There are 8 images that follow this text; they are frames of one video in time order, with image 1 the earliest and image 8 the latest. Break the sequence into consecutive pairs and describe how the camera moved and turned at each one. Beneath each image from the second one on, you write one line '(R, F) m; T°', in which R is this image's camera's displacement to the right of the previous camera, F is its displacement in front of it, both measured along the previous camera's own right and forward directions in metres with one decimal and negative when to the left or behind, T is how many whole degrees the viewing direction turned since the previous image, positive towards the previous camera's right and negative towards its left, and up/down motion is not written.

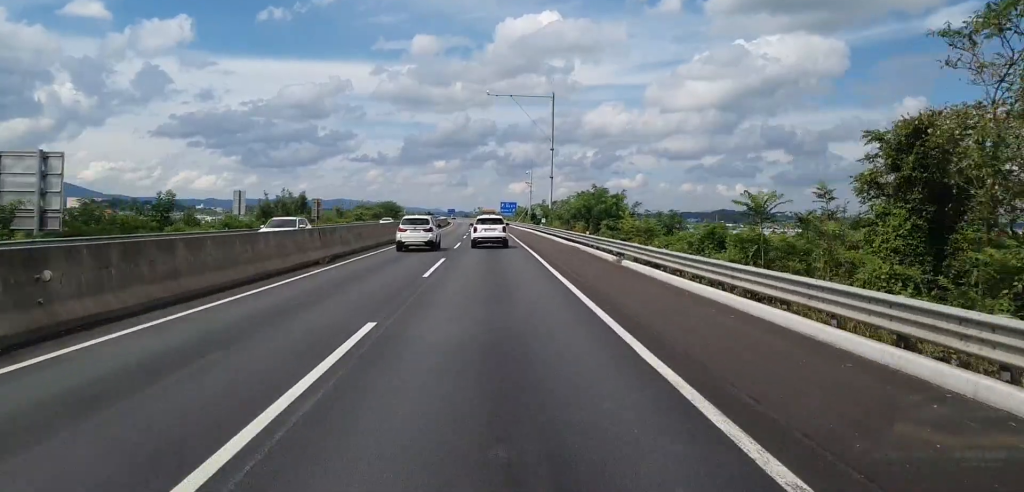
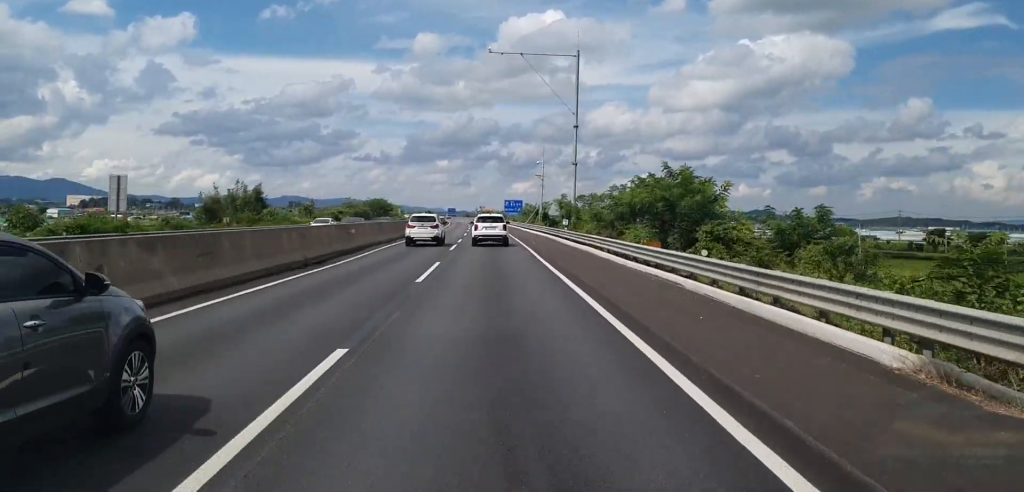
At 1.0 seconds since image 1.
(-0.1, +21.6) m; 0°
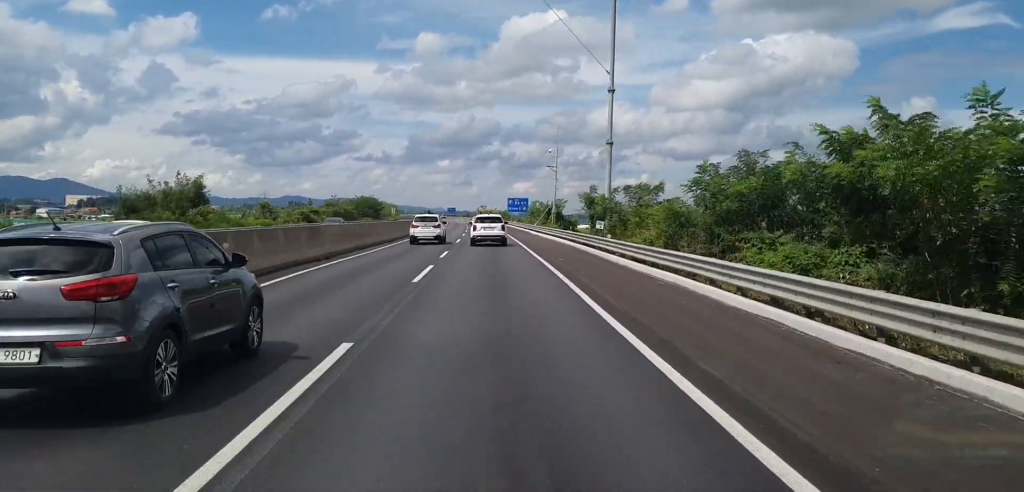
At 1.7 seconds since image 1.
(0.0, +17.1) m; 0°
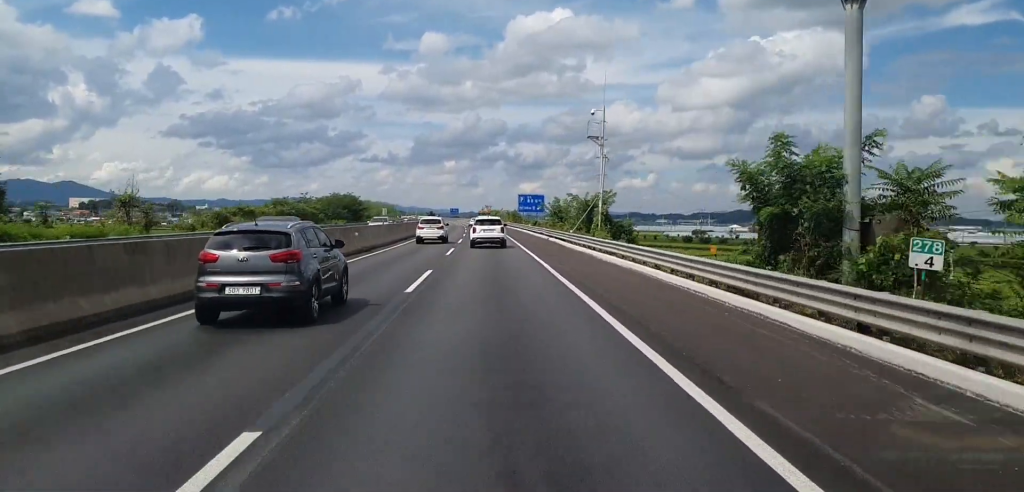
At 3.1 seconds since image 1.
(+0.1, +30.8) m; 0°
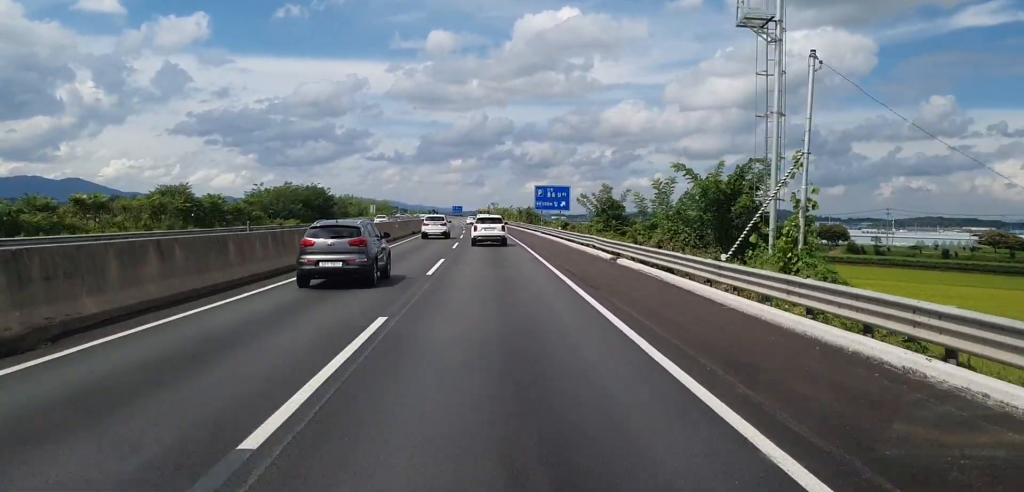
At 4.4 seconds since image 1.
(-0.2, +28.6) m; -1°
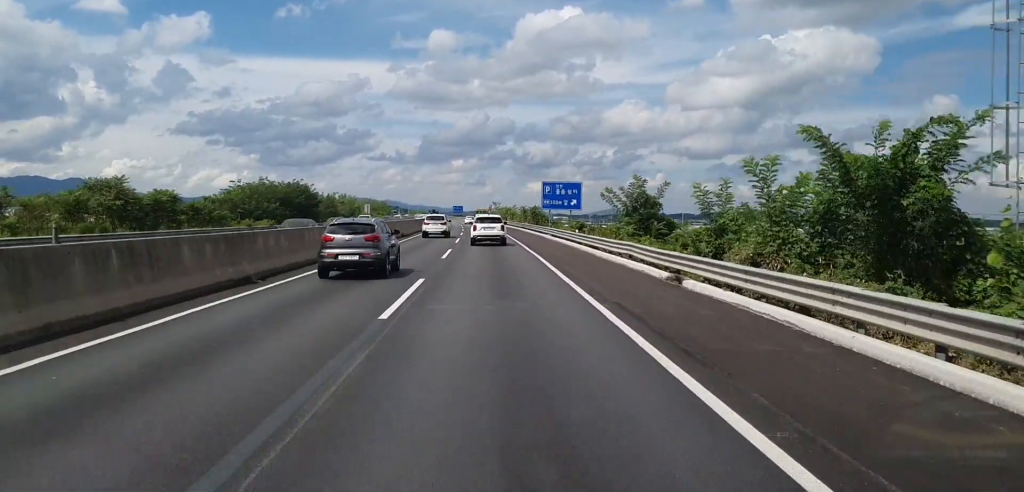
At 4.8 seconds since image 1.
(-0.1, +9.8) m; 0°
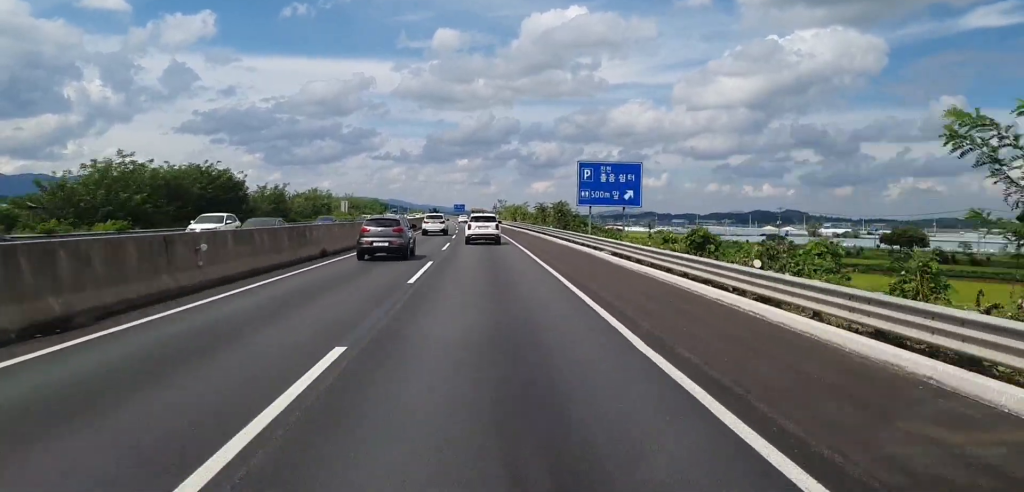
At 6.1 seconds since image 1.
(-0.3, +29.6) m; 0°
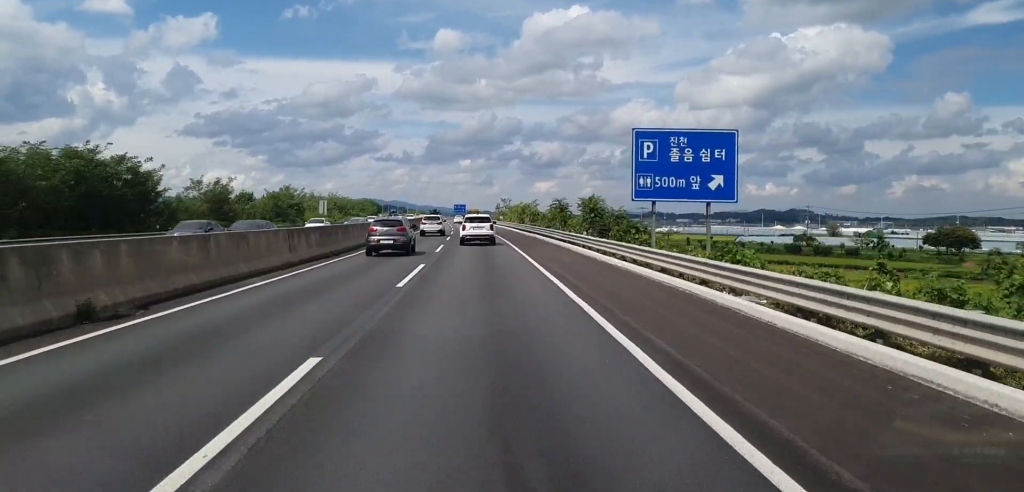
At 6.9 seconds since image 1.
(+0.3, +17.5) m; 0°
